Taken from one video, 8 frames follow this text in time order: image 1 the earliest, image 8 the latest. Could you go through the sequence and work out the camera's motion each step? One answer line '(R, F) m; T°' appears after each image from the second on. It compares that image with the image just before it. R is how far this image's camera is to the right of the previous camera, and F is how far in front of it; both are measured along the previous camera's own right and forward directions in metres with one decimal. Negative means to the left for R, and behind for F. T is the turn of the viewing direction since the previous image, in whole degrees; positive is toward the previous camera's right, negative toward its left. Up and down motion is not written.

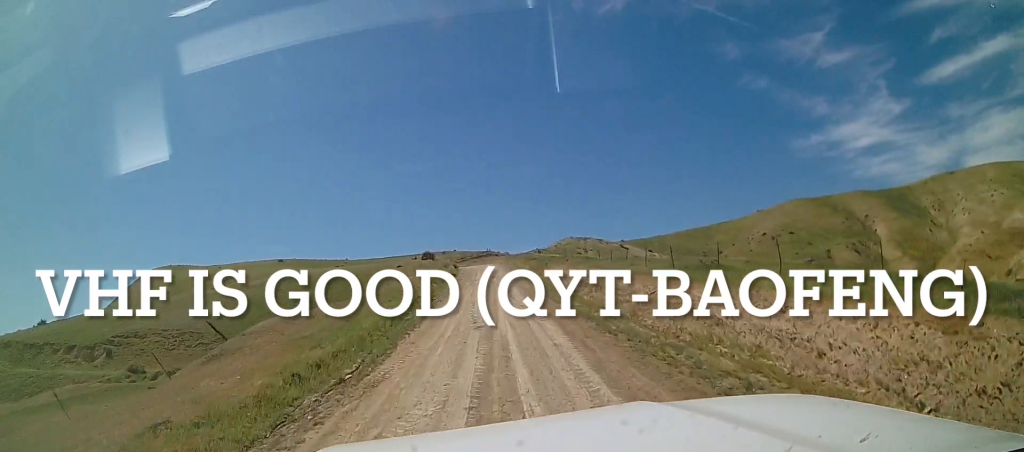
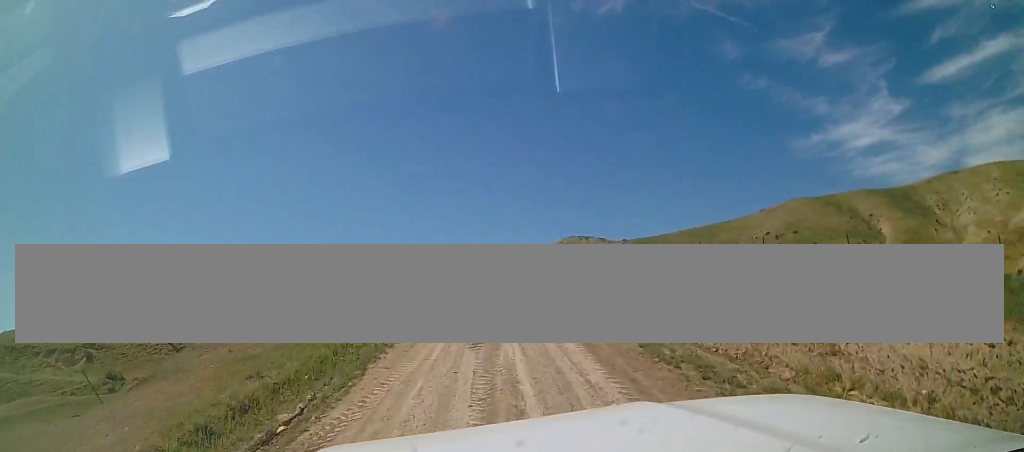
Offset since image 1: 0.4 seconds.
(0.0, +3.5) m; 0°
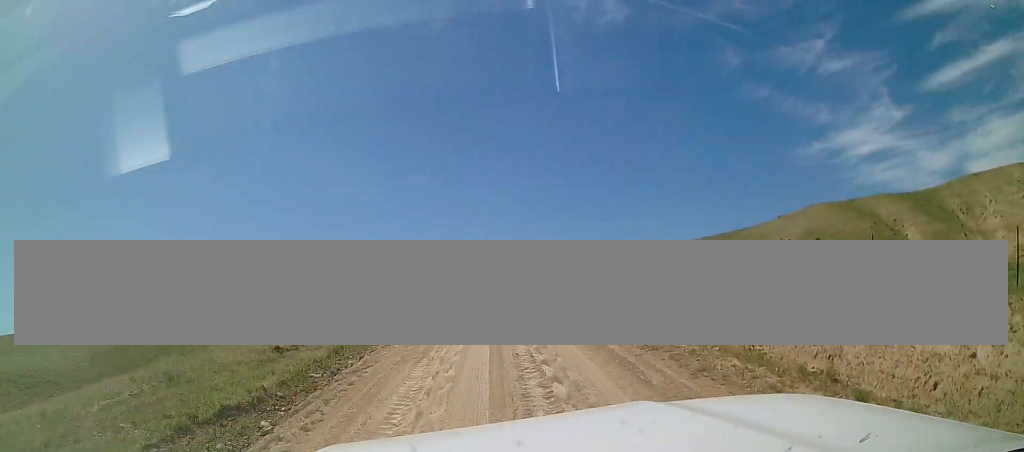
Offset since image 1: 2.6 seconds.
(-0.9, +20.1) m; -2°
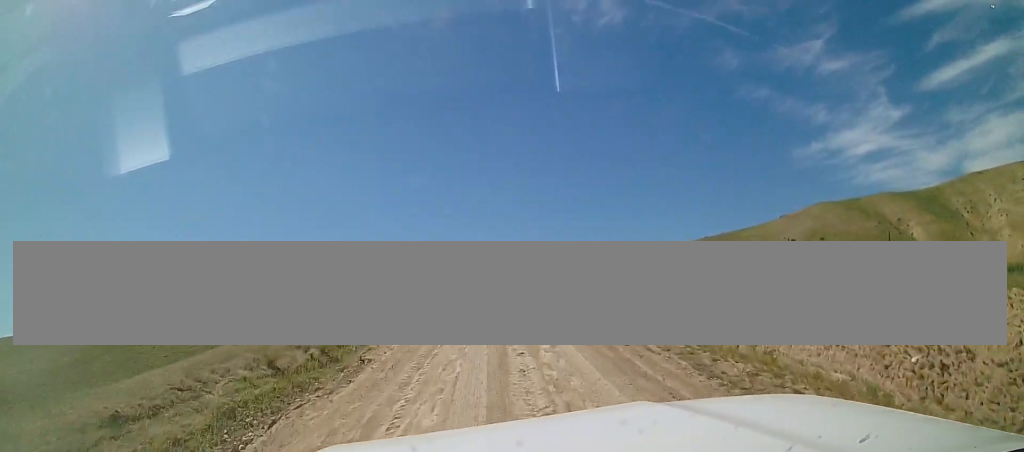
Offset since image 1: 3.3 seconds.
(0.0, +5.6) m; 0°
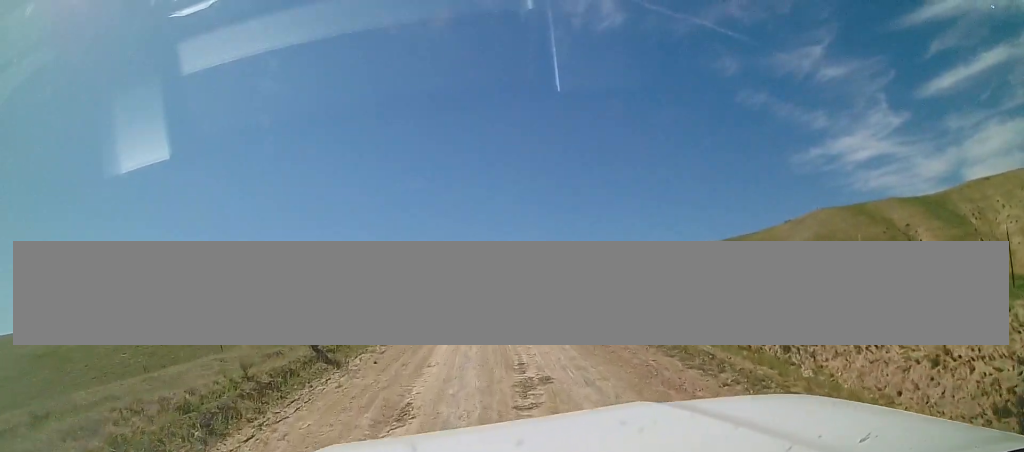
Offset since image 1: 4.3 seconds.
(0.0, +8.6) m; 0°
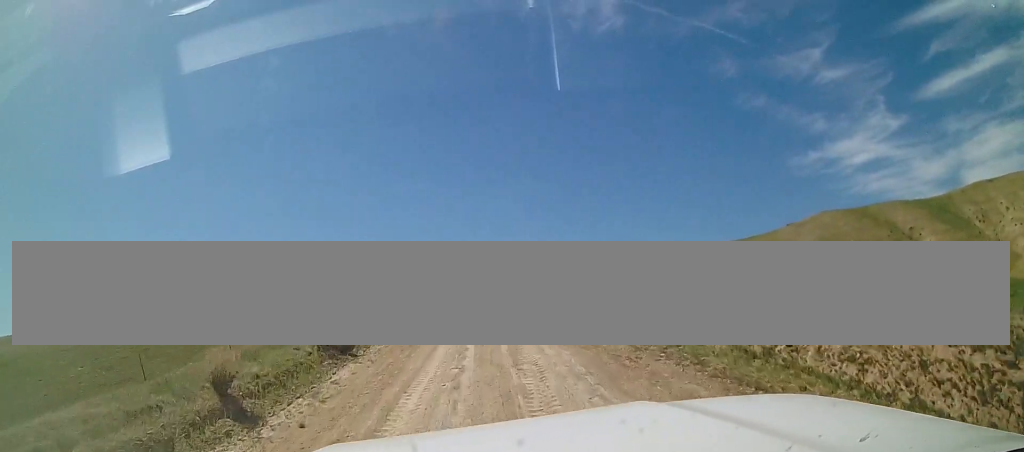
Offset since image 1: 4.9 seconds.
(0.0, +4.8) m; 0°
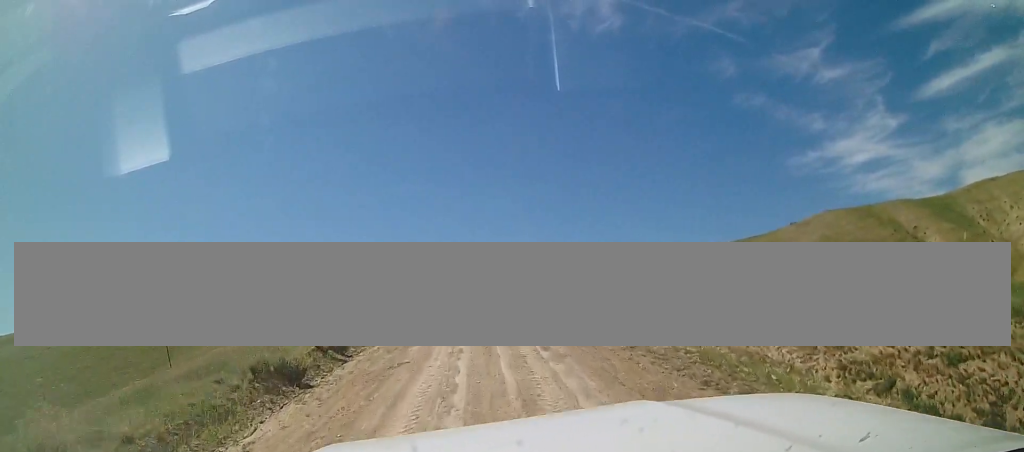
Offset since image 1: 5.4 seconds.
(0.0, +4.1) m; 0°
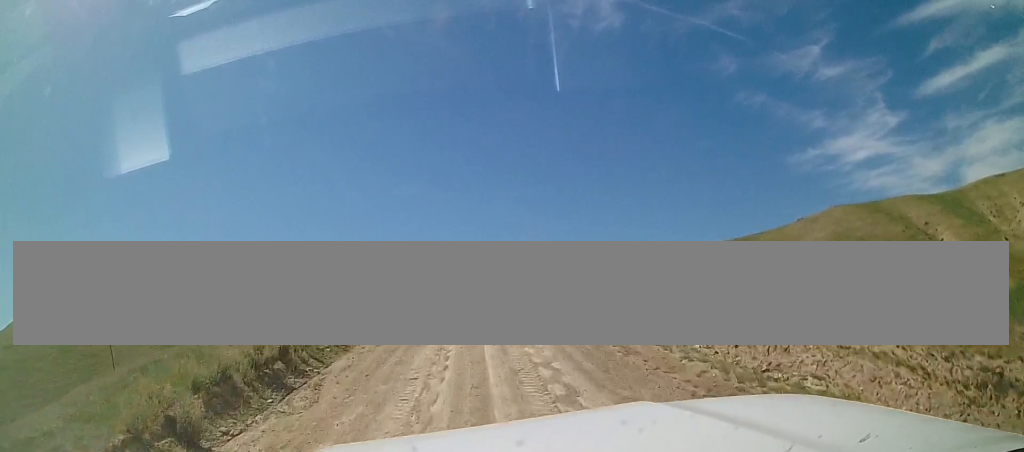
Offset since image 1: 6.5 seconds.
(+0.1, +8.1) m; -1°
